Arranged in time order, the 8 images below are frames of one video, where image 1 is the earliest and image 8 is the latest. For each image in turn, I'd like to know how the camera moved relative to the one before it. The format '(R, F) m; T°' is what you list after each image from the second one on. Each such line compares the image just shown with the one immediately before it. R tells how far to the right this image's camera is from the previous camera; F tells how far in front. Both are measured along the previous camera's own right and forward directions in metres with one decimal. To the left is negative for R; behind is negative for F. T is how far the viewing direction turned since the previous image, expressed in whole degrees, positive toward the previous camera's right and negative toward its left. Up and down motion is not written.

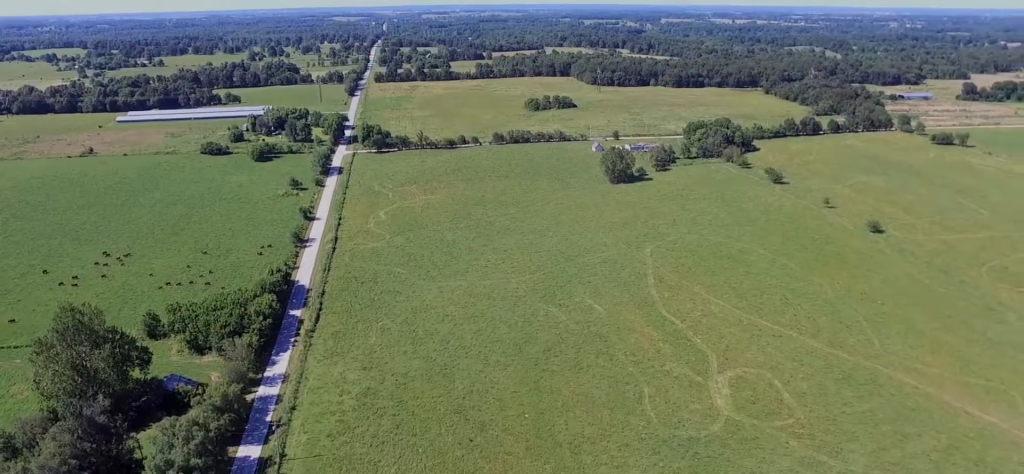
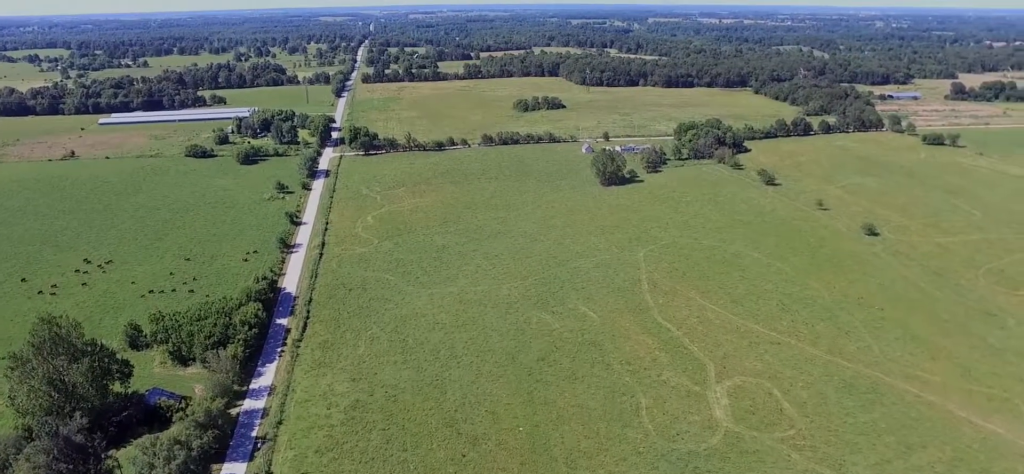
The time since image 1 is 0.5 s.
(0.0, +7.0) m; -1°
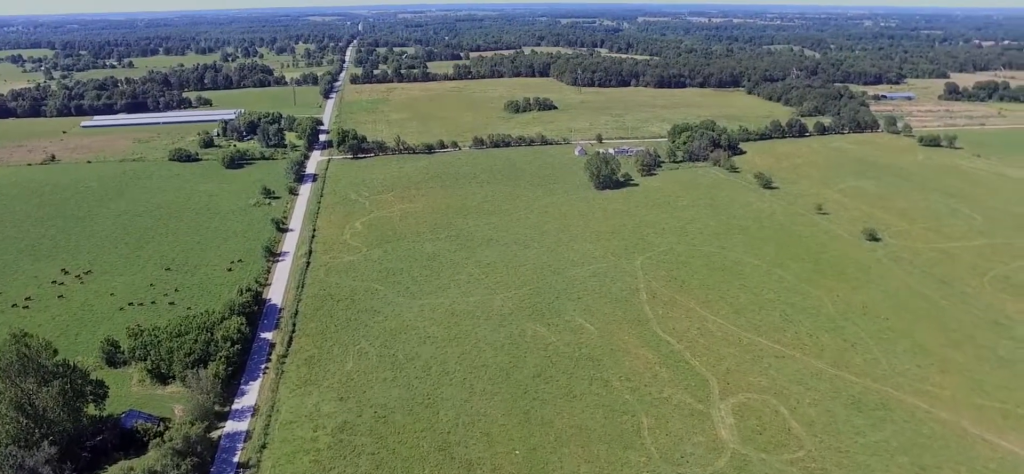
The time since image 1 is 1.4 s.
(-0.2, +10.7) m; -1°
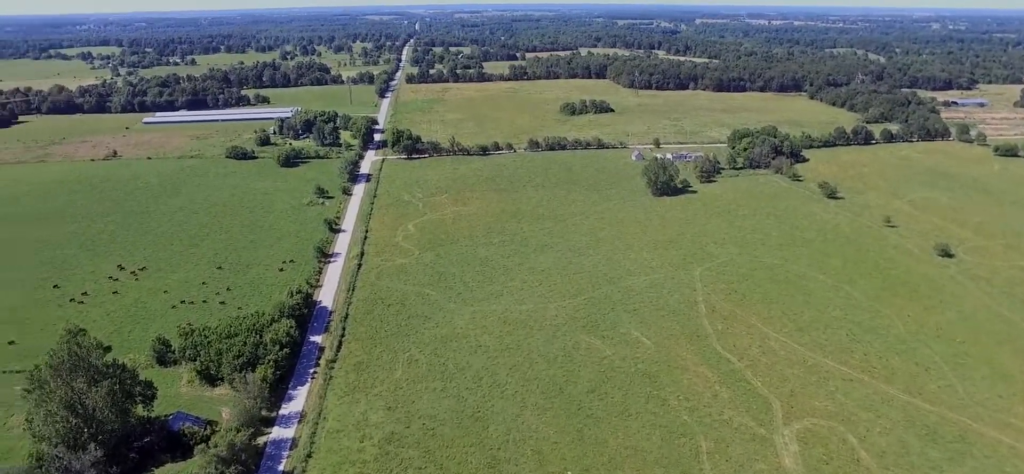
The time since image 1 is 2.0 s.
(-0.1, +7.5) m; -1°
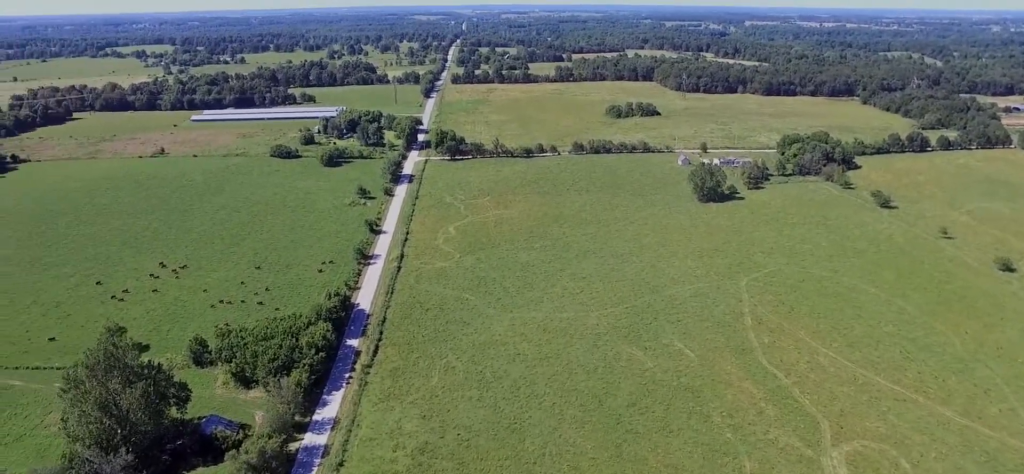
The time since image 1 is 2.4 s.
(0.0, +5.3) m; -1°
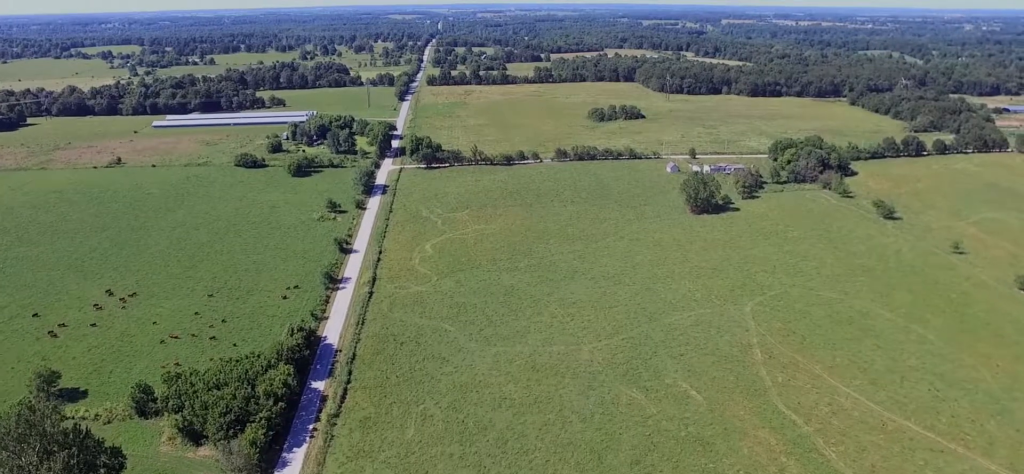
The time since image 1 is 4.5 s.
(-0.4, +23.6) m; 0°
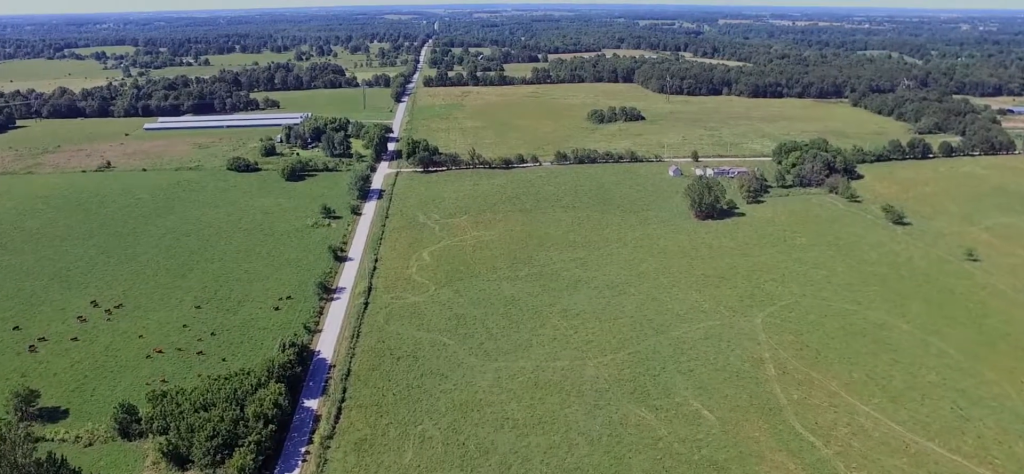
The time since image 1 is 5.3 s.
(+0.1, +9.3) m; +1°
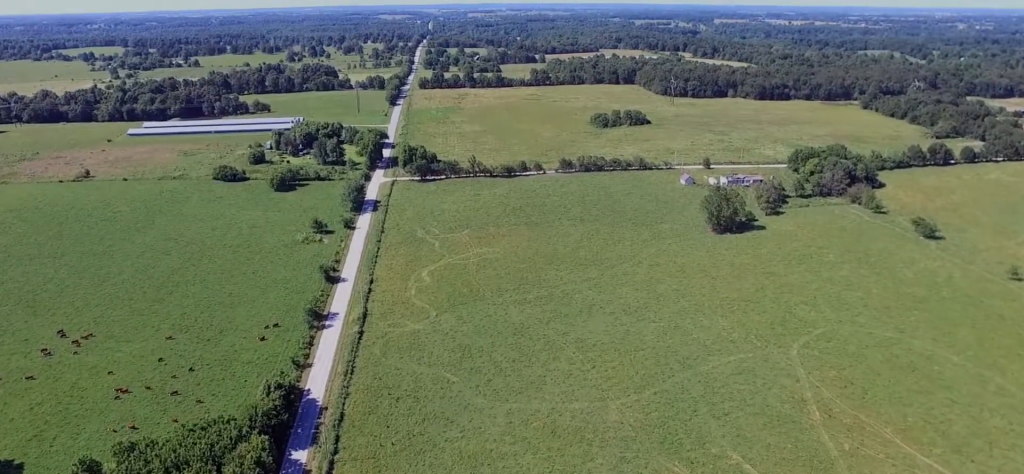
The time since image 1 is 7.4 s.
(0.0, +24.1) m; 0°
